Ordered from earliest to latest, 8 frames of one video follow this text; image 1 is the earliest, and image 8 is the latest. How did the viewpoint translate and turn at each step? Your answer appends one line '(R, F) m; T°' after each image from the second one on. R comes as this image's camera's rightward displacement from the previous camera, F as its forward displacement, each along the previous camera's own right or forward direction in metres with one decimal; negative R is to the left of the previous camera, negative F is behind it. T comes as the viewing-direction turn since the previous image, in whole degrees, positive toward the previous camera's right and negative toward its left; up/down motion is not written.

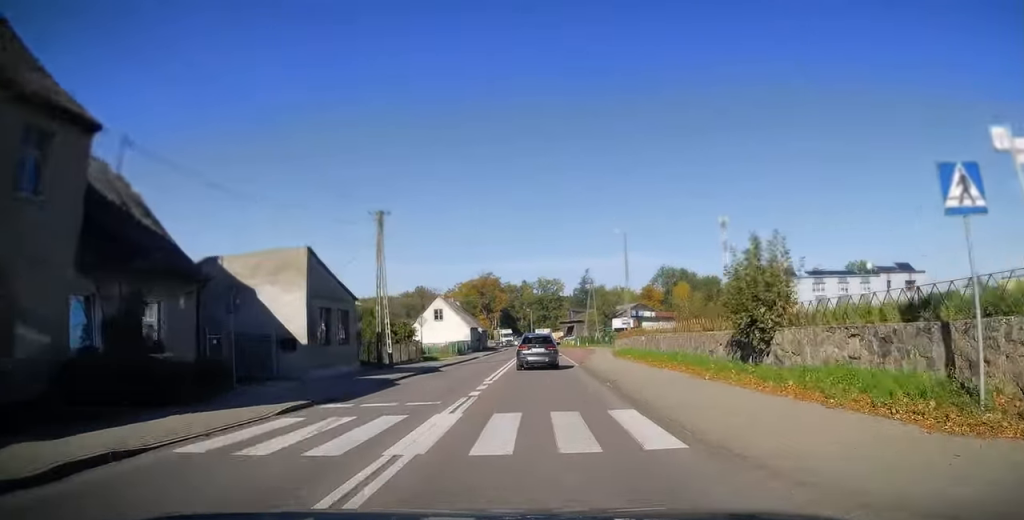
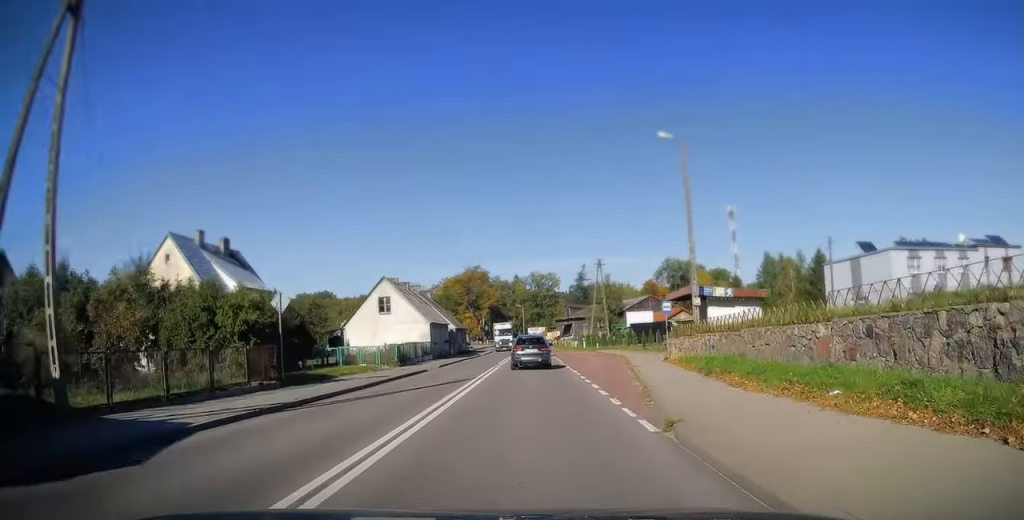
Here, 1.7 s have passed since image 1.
(+0.1, +21.6) m; 0°
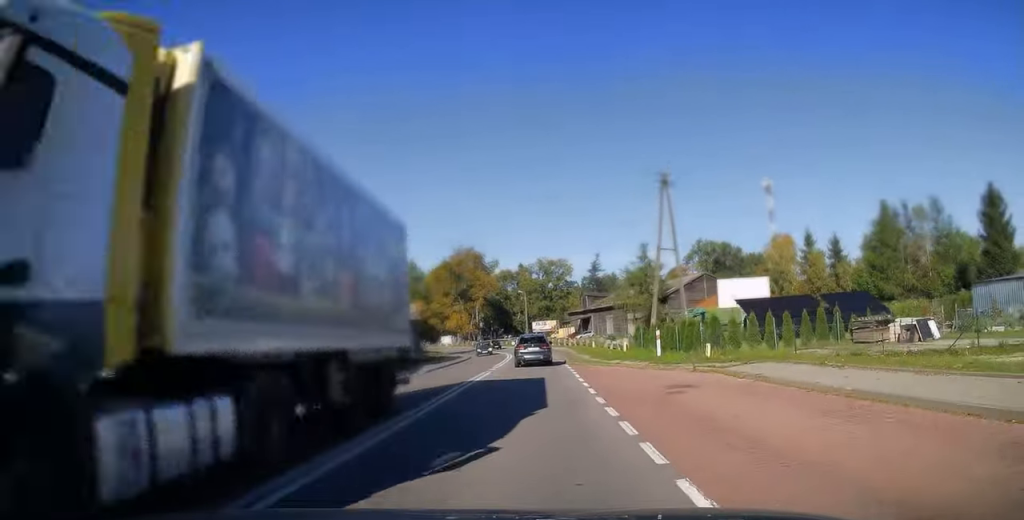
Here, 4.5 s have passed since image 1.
(-0.2, +35.9) m; -1°
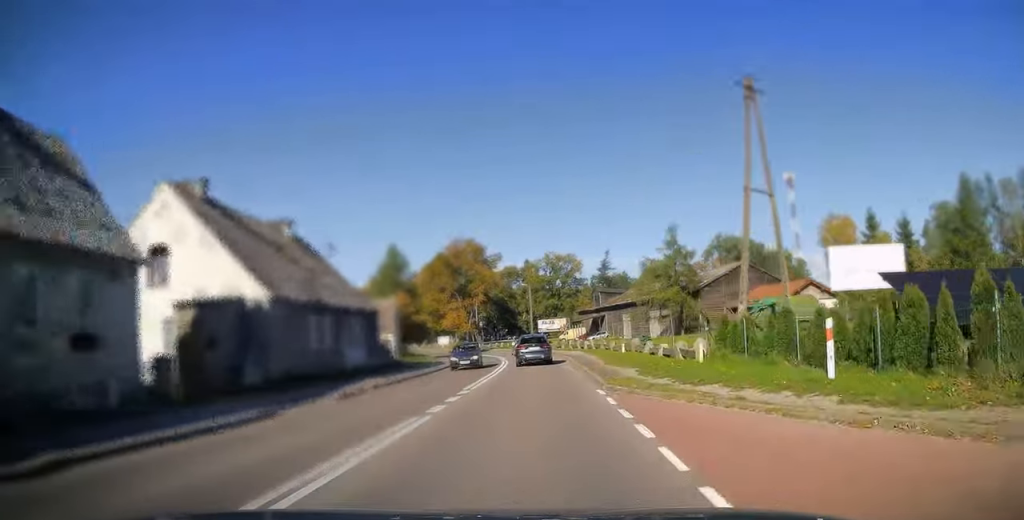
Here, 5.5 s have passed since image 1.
(0.0, +14.5) m; -1°
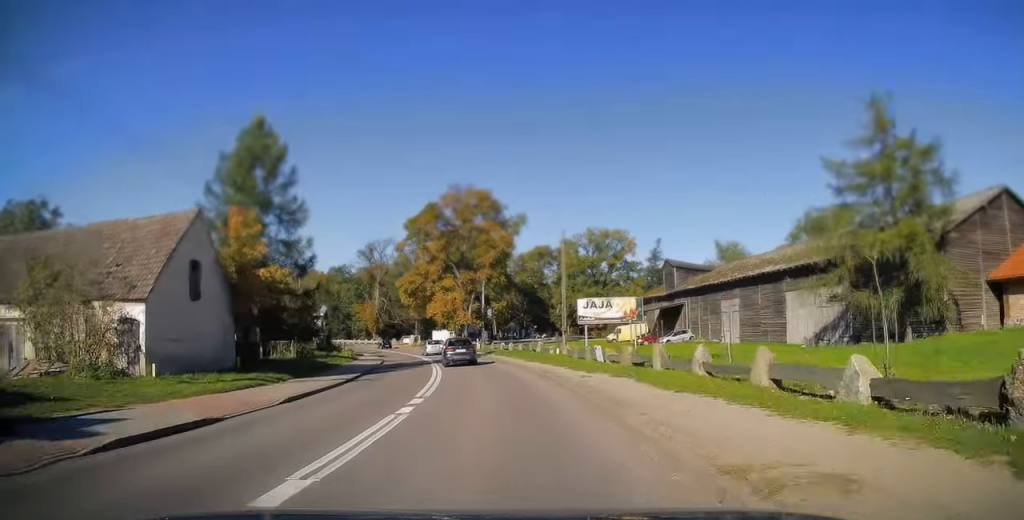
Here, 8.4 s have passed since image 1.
(-1.4, +40.9) m; -6°
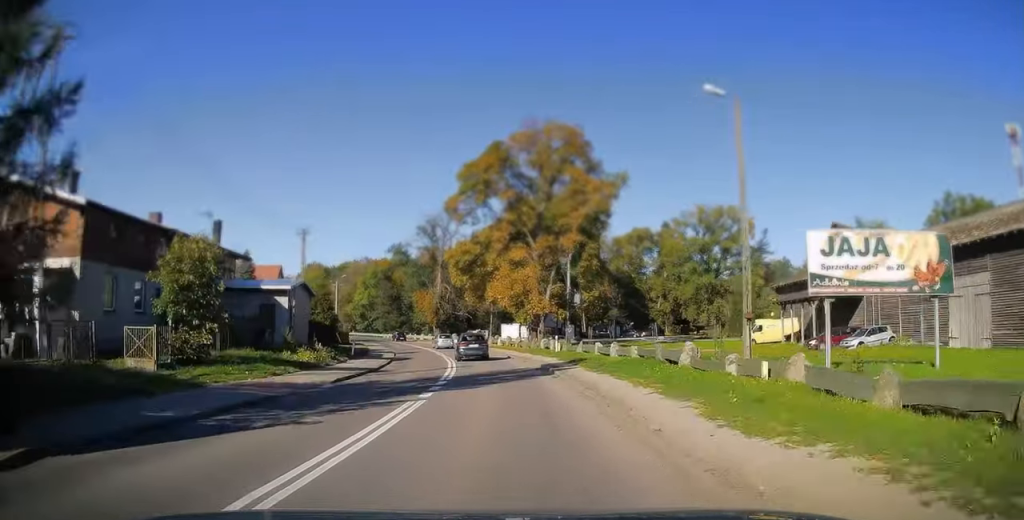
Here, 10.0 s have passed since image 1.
(-0.8, +23.3) m; -6°
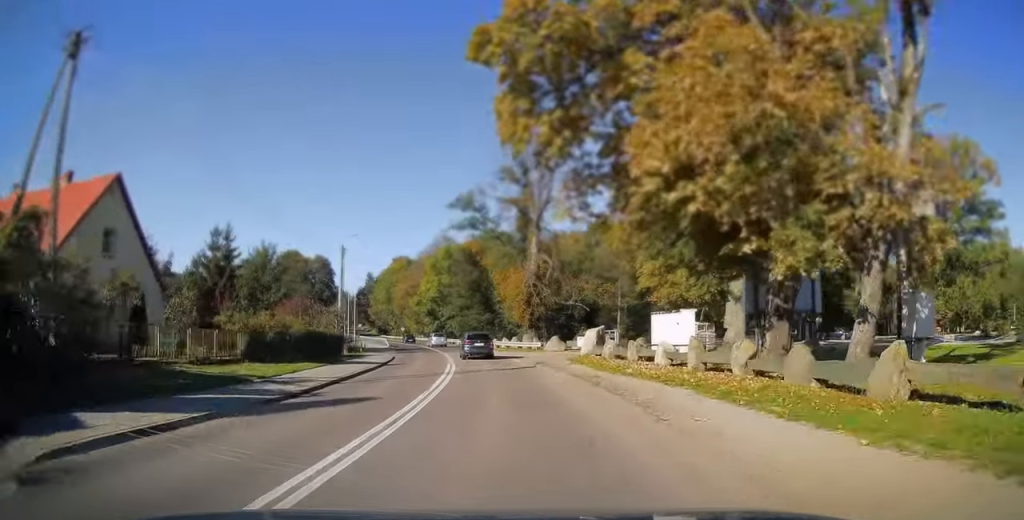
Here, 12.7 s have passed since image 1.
(-4.0, +39.2) m; -11°
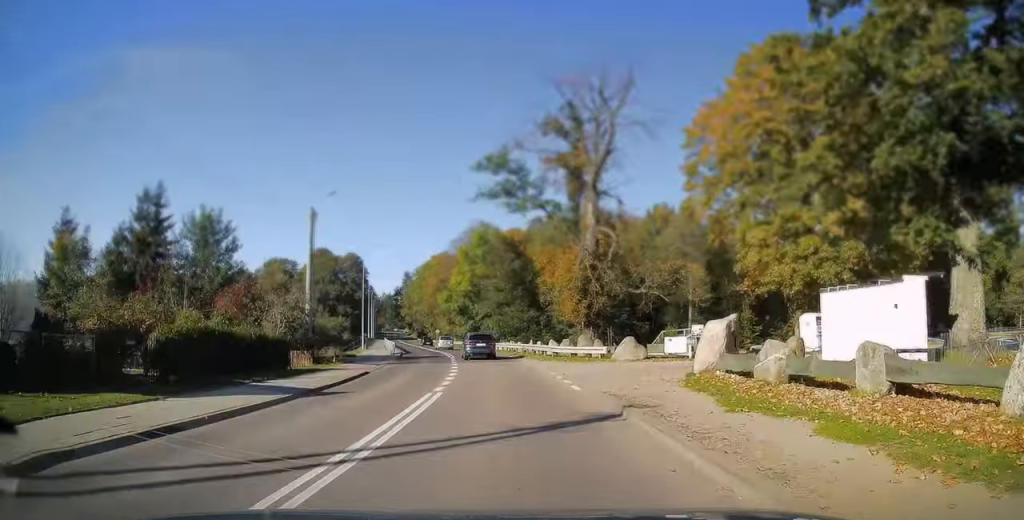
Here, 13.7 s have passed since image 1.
(-0.2, +15.7) m; -5°
